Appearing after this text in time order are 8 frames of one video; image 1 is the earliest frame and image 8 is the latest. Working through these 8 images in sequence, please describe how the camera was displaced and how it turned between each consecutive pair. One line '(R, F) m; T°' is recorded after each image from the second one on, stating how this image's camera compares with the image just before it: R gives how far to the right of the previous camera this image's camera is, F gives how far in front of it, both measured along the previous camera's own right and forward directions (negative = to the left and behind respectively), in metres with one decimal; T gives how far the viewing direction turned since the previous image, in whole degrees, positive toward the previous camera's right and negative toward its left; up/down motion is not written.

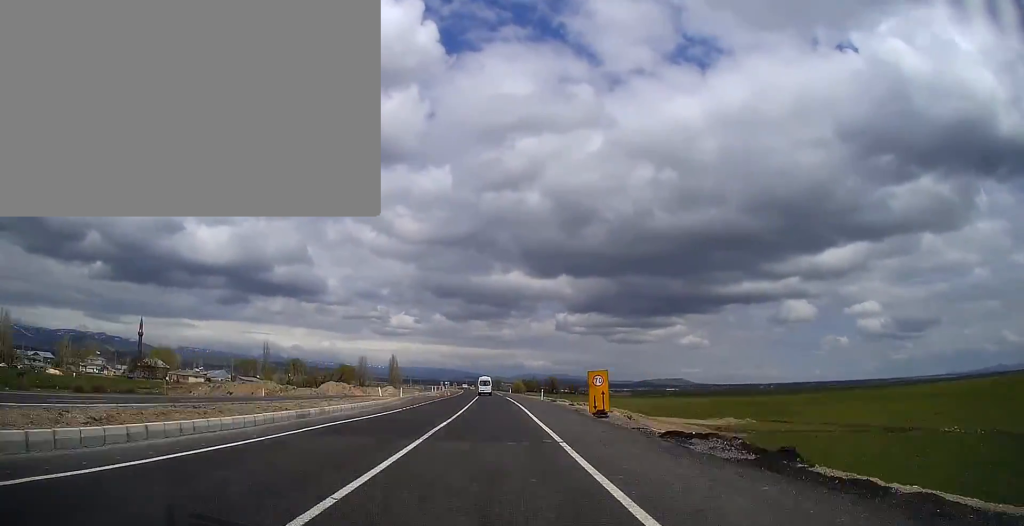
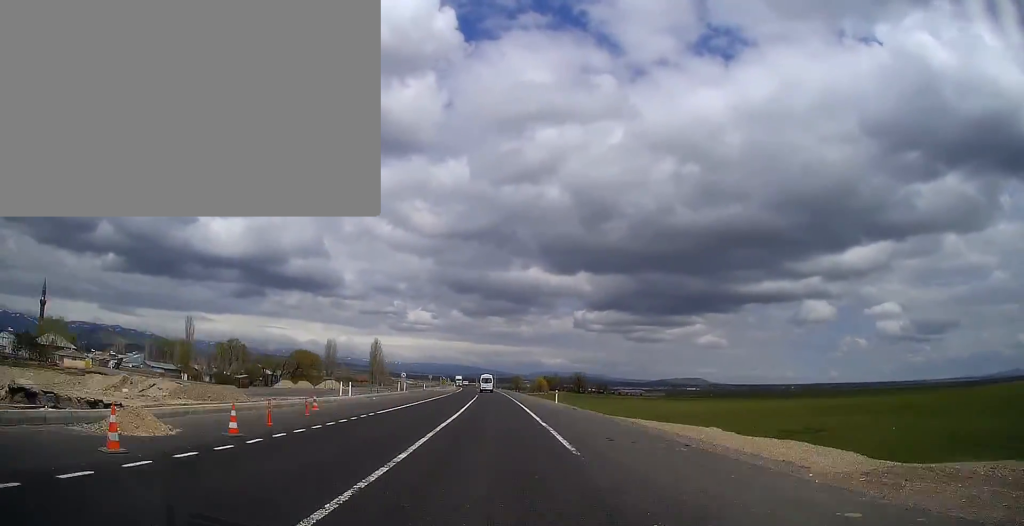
(+0.8, +77.1) m; -1°
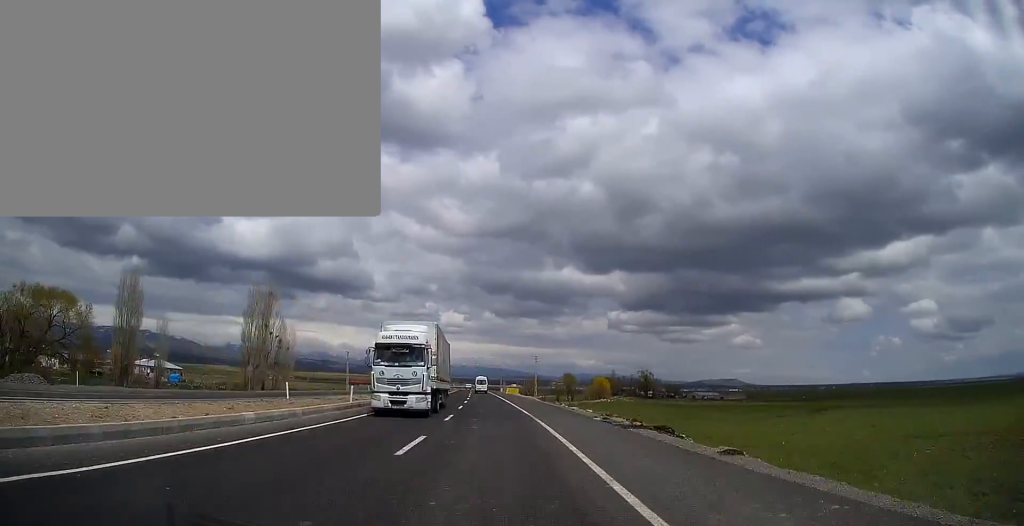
(-4.6, +128.9) m; -3°
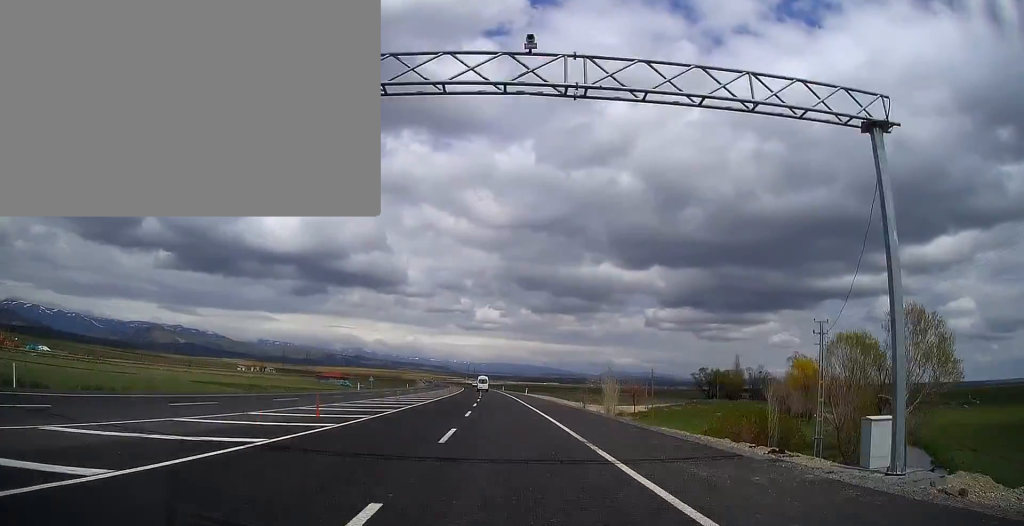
(-4.3, +147.4) m; -3°
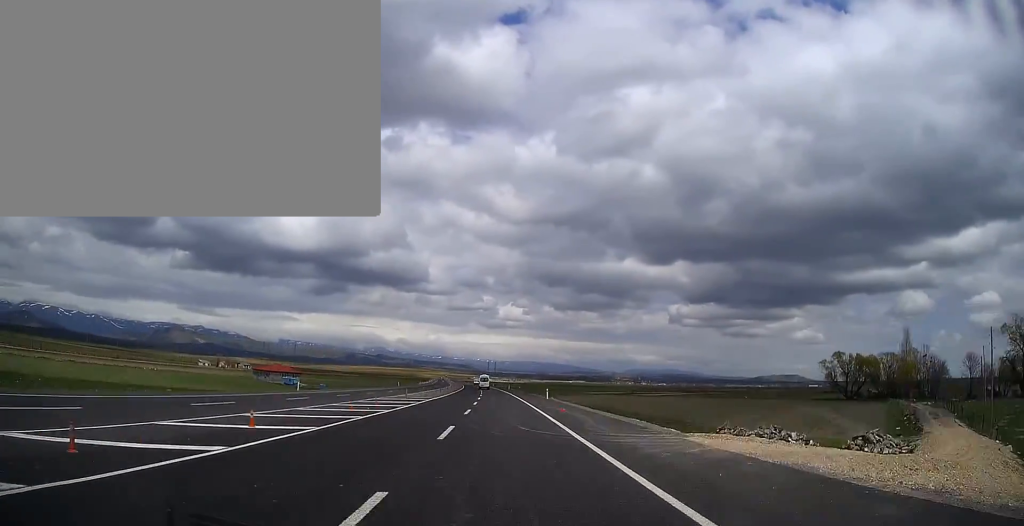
(-0.9, +92.4) m; -2°
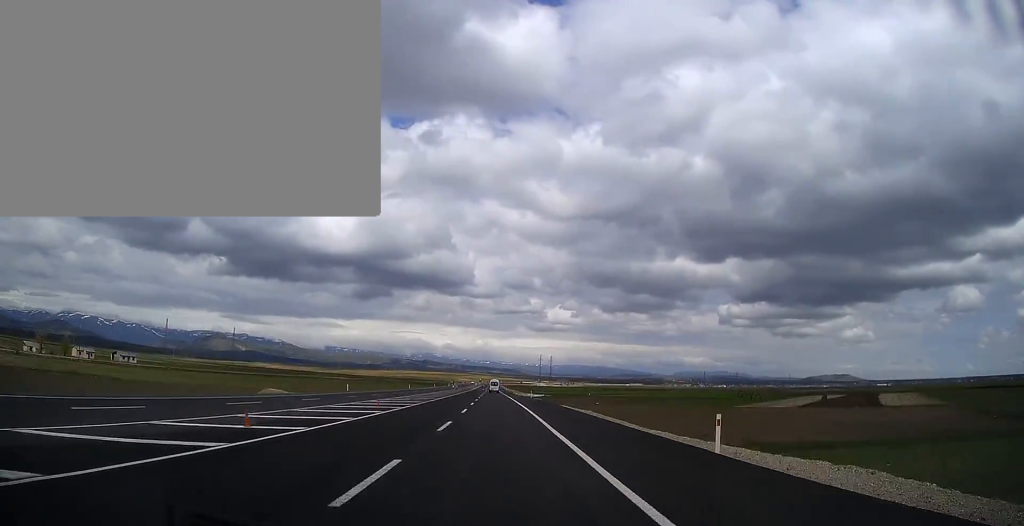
(-6.9, +195.0) m; -3°
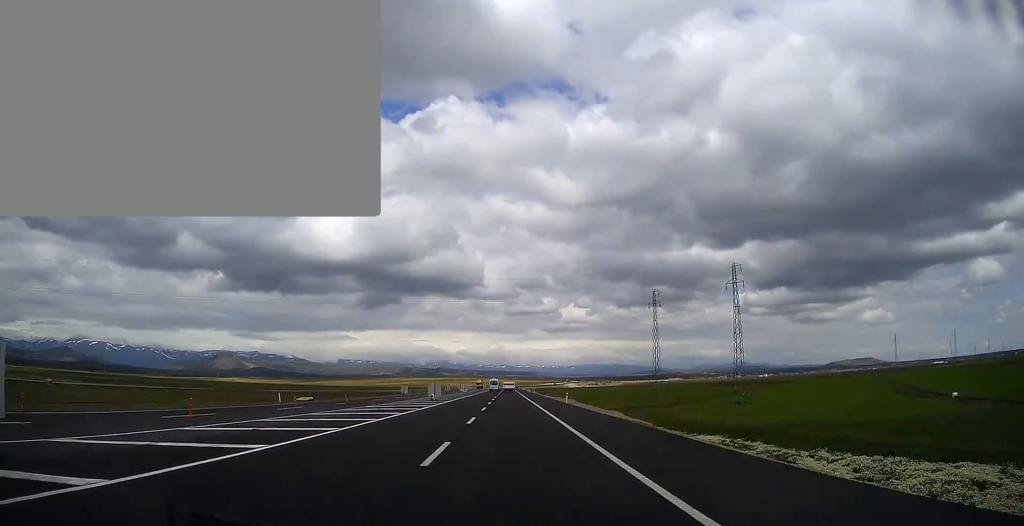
(-6.6, +289.1) m; -2°
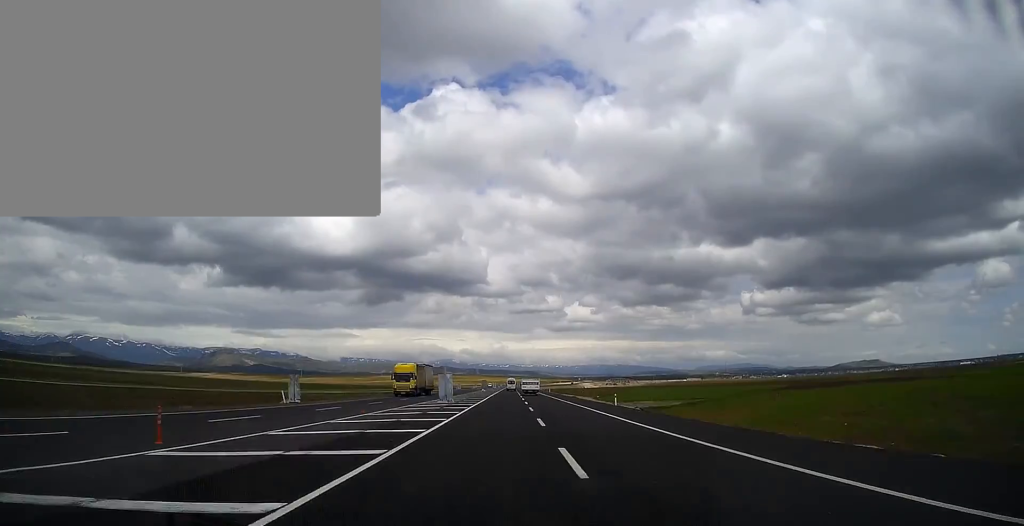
(-0.1, +146.9) m; 0°
